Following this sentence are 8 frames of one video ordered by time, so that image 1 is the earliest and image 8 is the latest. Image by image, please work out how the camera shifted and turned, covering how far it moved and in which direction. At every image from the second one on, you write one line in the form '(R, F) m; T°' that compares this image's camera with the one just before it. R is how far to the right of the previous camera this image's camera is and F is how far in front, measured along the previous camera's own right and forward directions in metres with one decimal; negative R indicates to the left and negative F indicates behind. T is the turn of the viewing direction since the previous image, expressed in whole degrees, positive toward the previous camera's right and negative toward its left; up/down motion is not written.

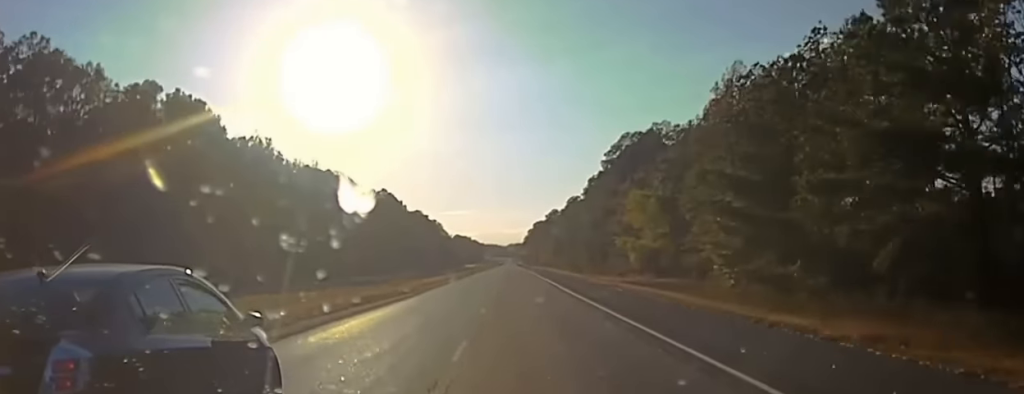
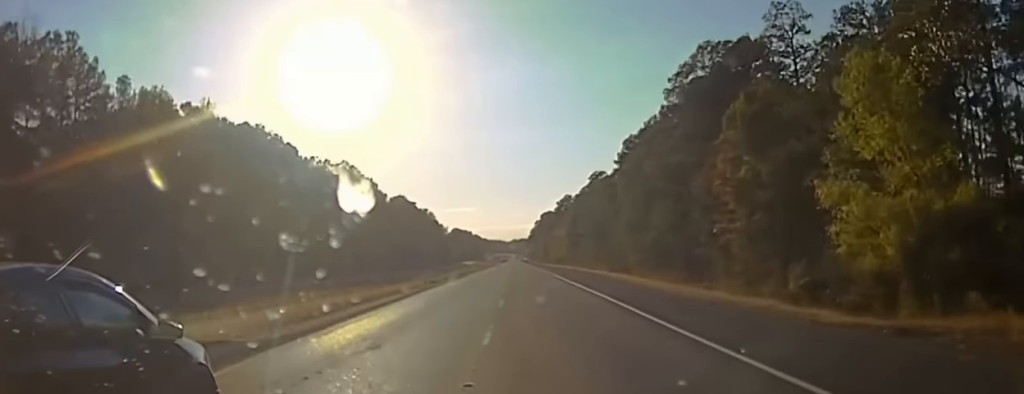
(-0.6, +72.5) m; -1°
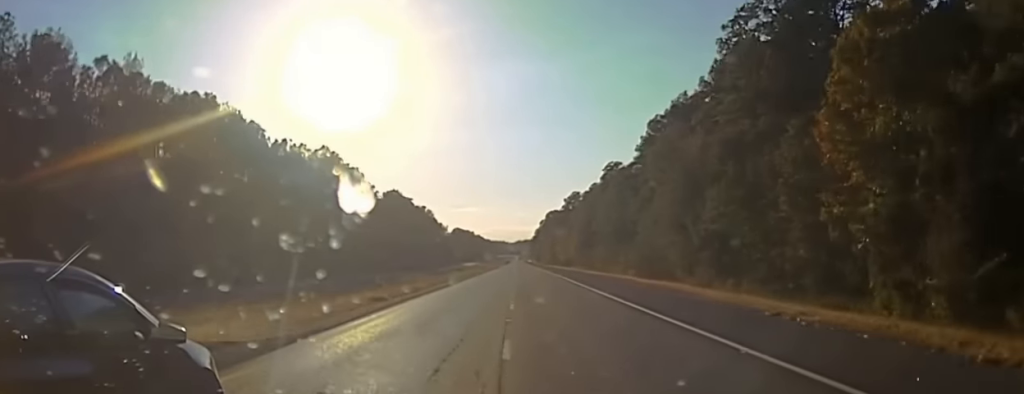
(-0.1, +26.8) m; 0°
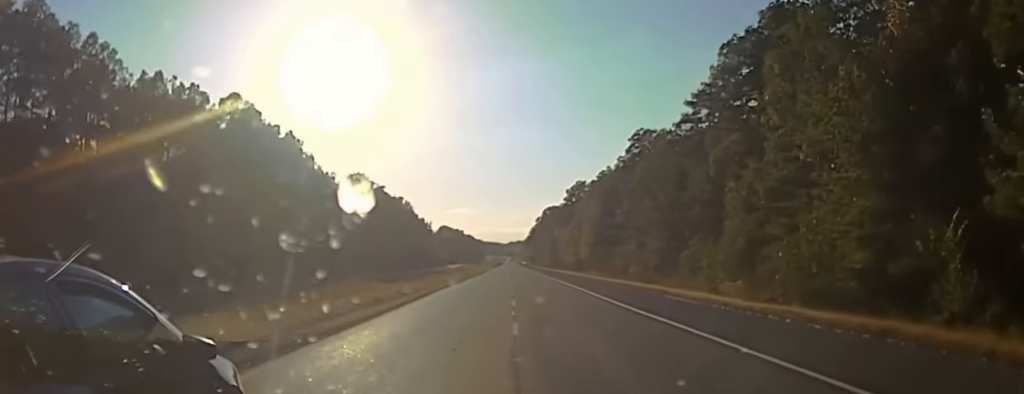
(+0.1, +56.9) m; 0°
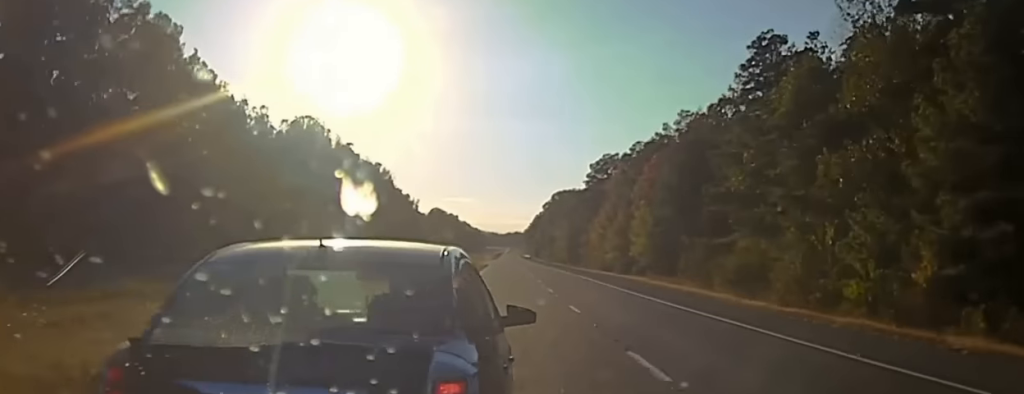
(-1.2, +73.3) m; -1°
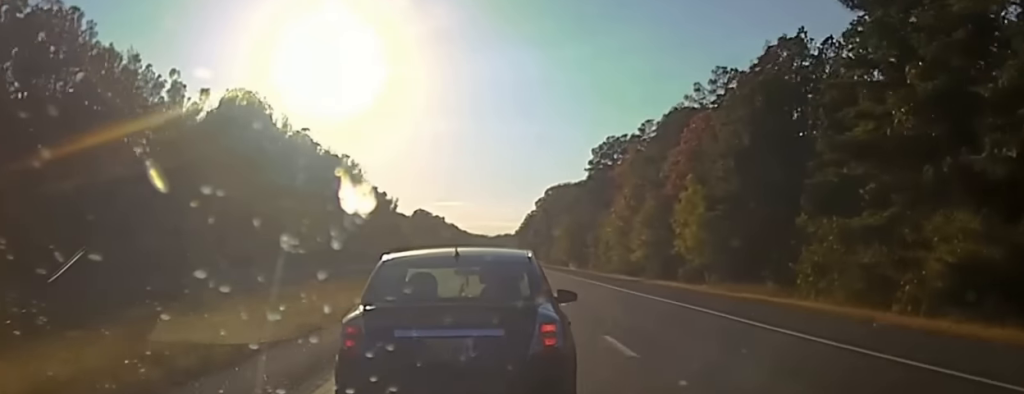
(0.0, +34.1) m; +1°
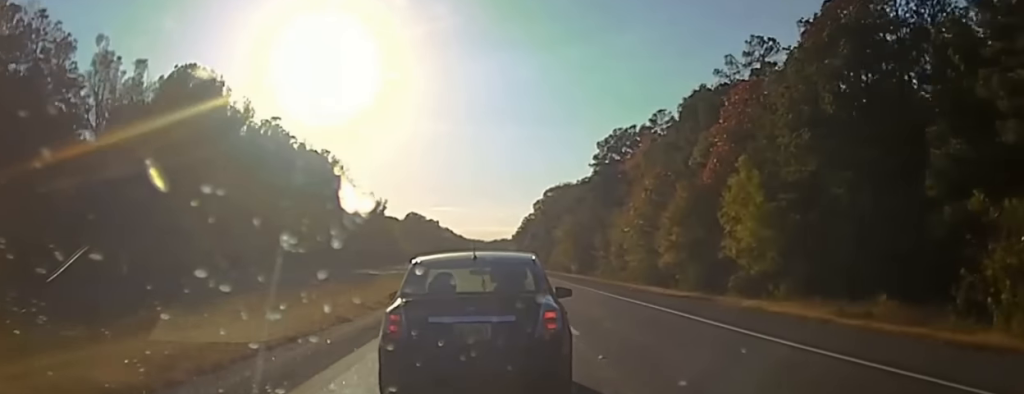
(+0.3, +21.8) m; +1°
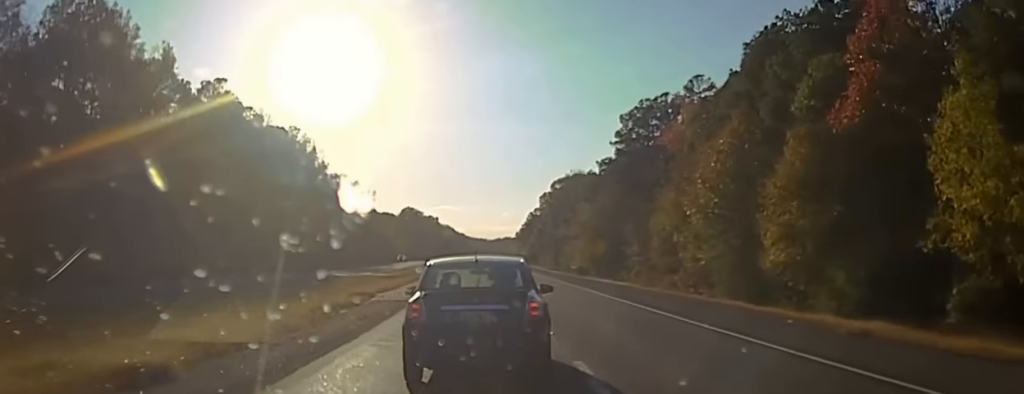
(+0.6, +35.7) m; +1°
